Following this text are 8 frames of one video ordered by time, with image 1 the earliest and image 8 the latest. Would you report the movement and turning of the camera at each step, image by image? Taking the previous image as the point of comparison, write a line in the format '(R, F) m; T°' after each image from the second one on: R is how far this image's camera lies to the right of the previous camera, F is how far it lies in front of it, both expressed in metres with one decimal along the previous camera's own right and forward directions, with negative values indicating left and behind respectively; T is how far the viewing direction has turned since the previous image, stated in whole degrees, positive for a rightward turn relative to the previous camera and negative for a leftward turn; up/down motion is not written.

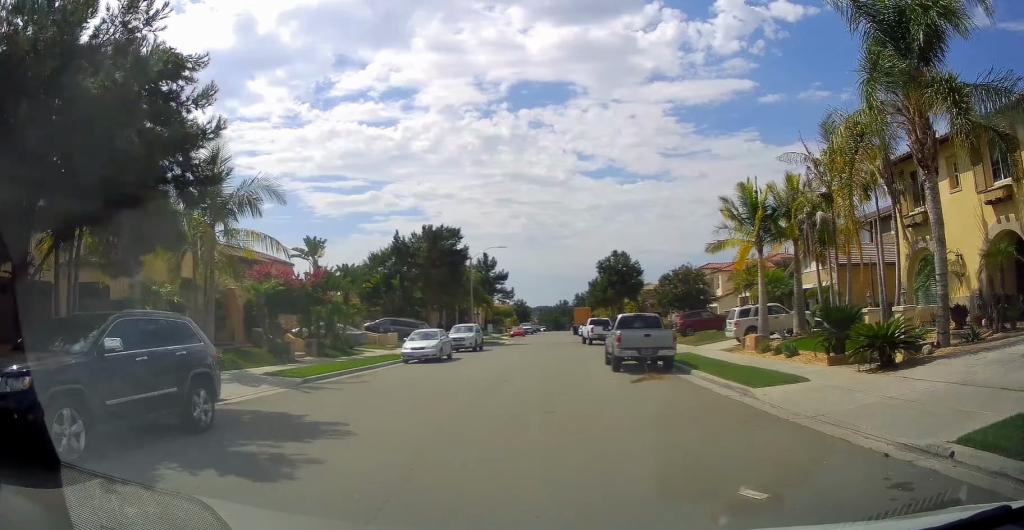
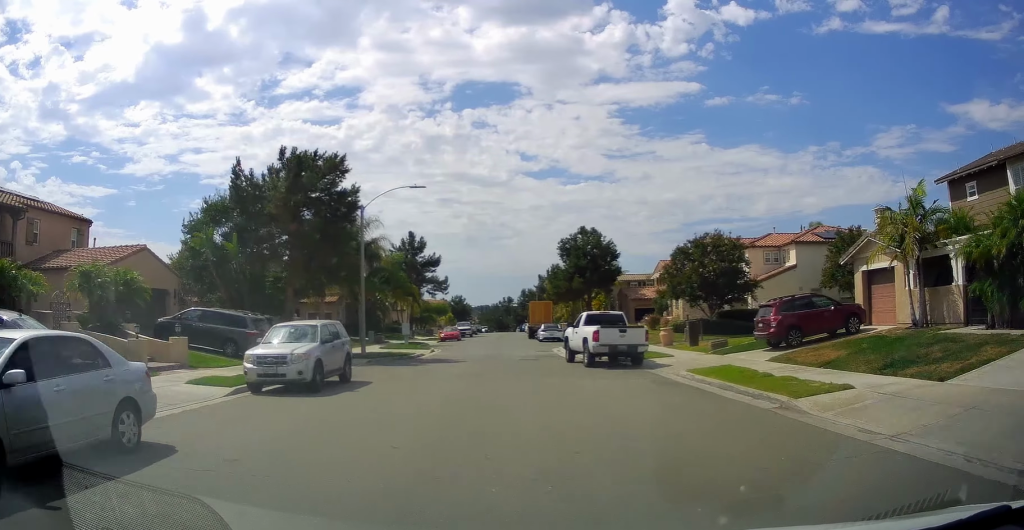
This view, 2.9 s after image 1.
(+1.3, +23.0) m; +4°
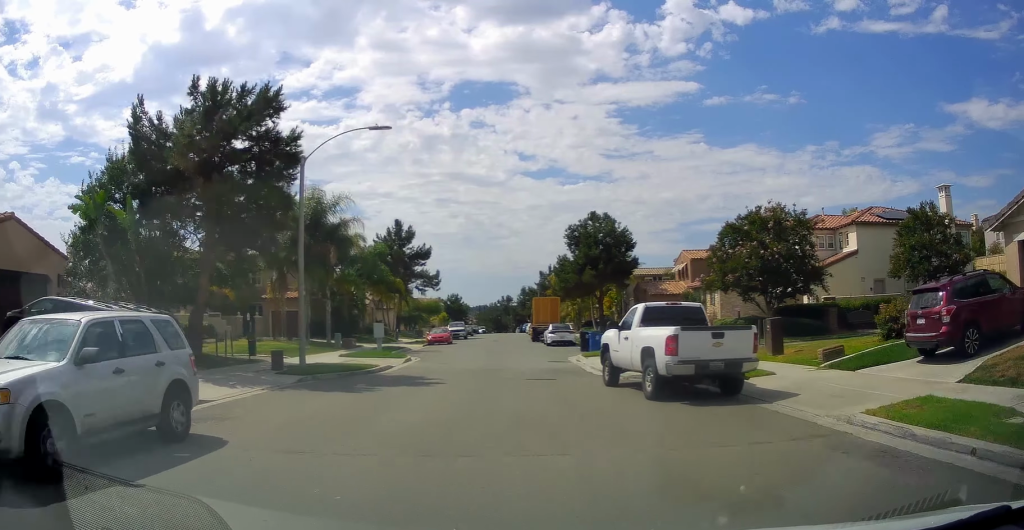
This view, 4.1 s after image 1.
(0.0, +9.6) m; 0°
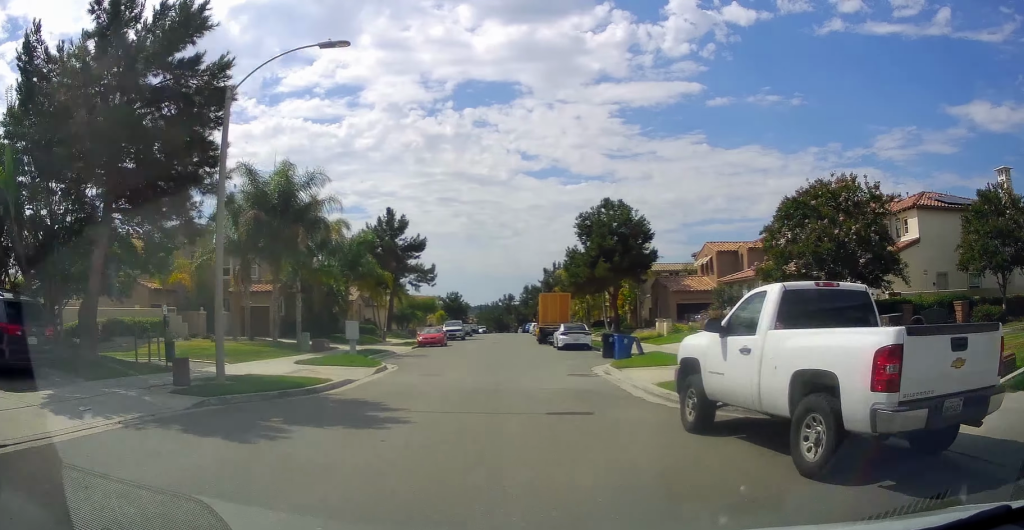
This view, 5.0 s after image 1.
(0.0, +6.9) m; 0°
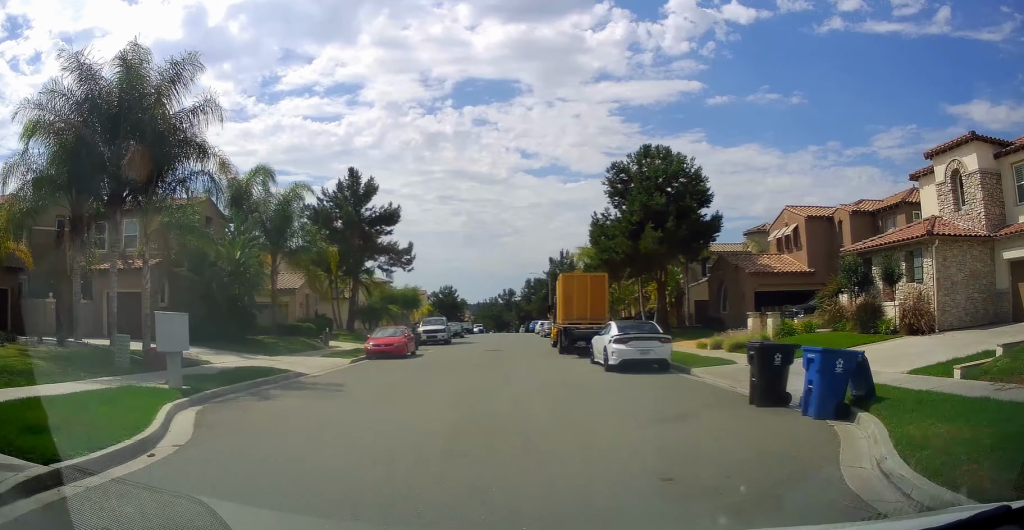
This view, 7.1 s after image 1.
(+0.1, +16.7) m; +1°
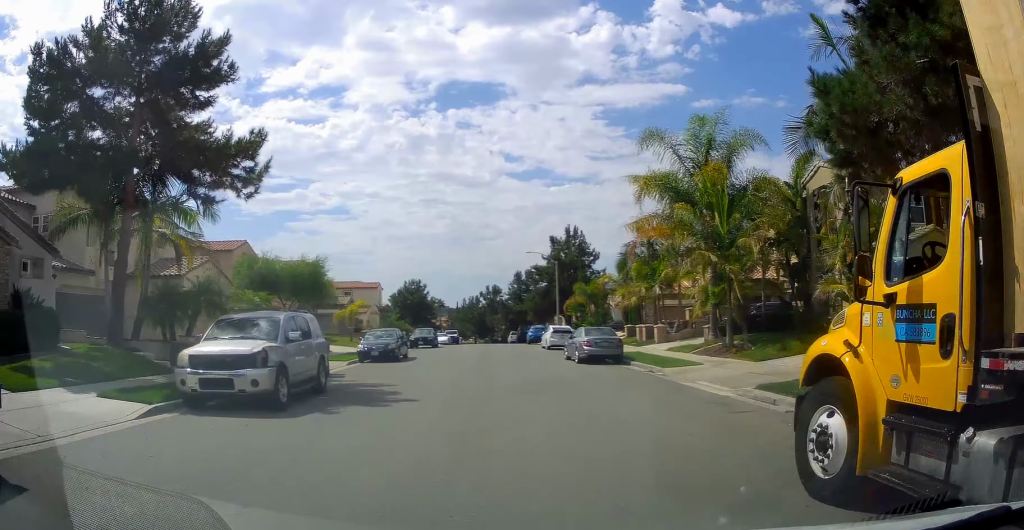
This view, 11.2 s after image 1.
(+0.7, +31.1) m; +2°
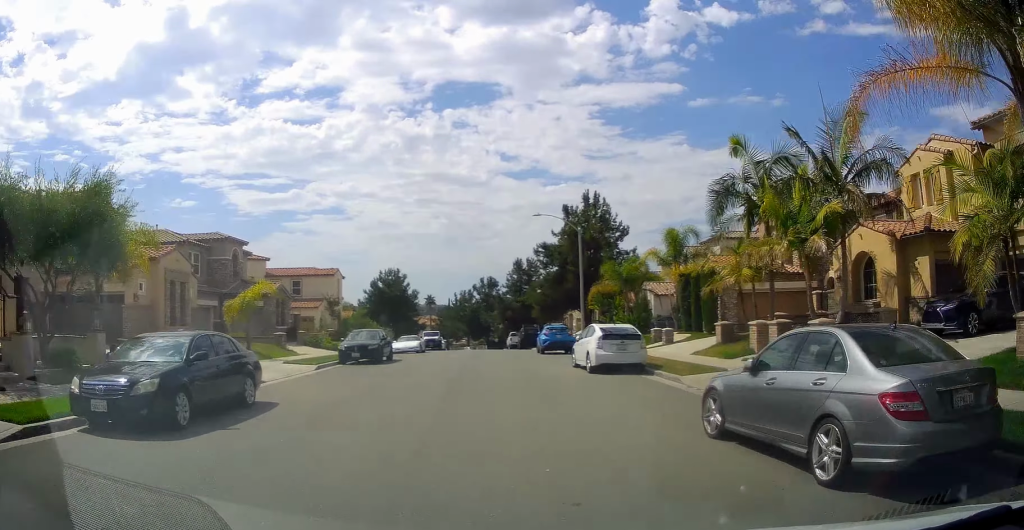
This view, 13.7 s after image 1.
(+0.4, +18.9) m; +2°
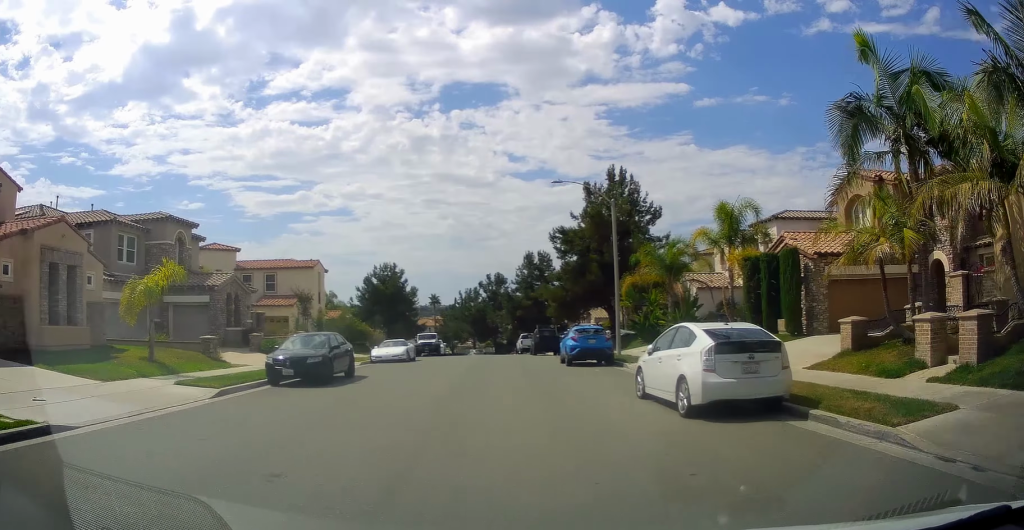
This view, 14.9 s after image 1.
(+0.3, +8.9) m; -1°
